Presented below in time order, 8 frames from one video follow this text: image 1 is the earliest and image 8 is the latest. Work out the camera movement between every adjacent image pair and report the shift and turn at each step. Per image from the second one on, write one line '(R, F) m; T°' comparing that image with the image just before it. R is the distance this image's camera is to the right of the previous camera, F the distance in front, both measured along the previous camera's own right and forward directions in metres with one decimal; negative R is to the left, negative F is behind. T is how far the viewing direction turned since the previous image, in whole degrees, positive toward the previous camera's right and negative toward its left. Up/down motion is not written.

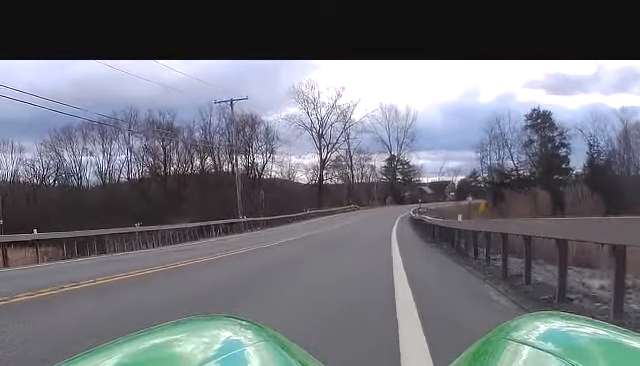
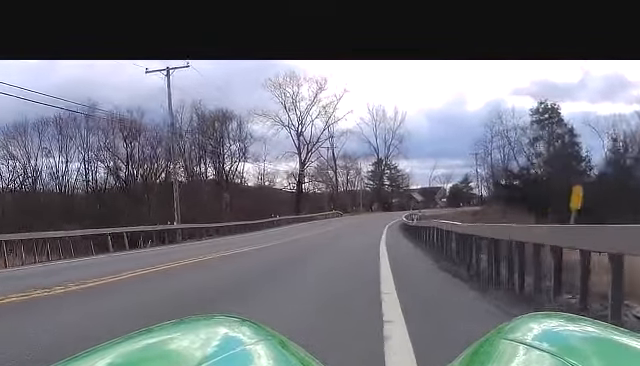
(+0.1, +16.1) m; -3°
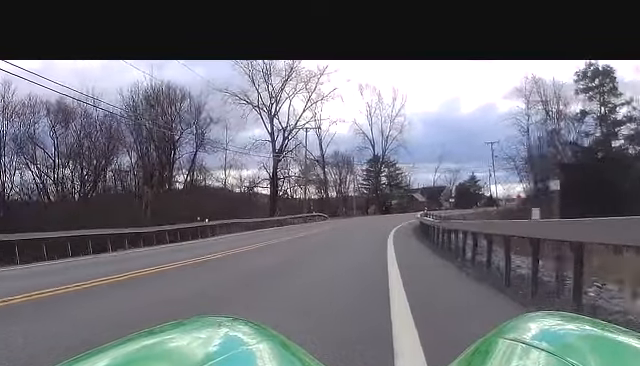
(-0.4, +30.4) m; +2°
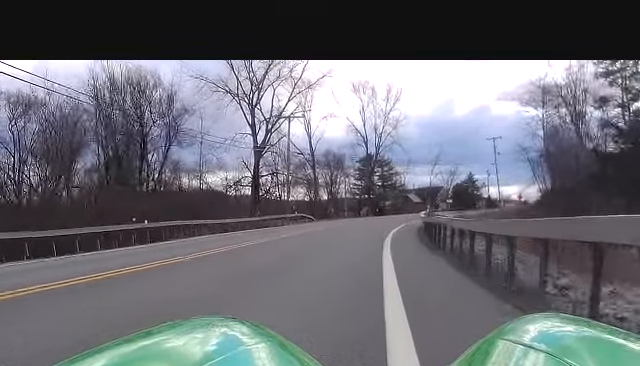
(0.0, +9.9) m; 0°
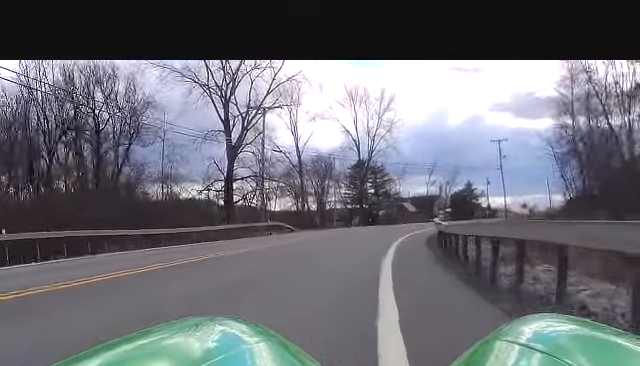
(0.0, +12.1) m; 0°
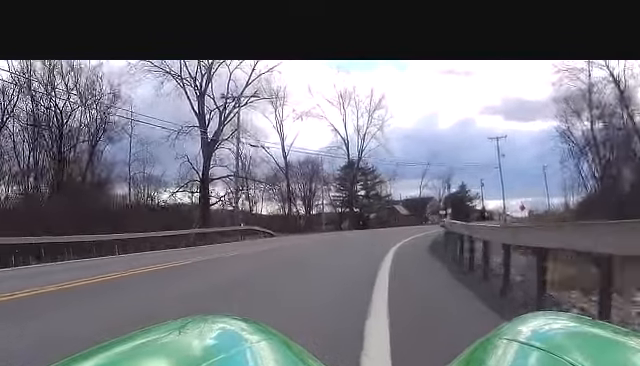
(0.0, +6.9) m; 0°
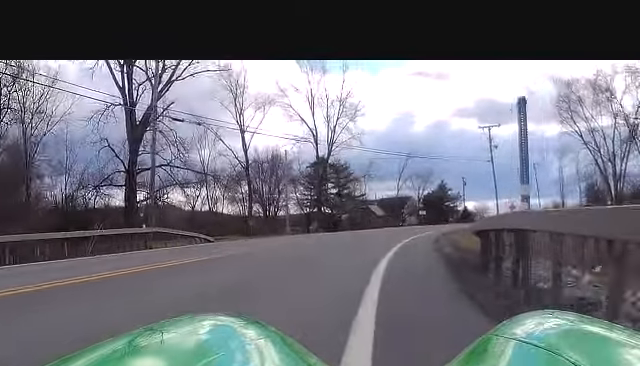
(0.0, +14.7) m; +1°
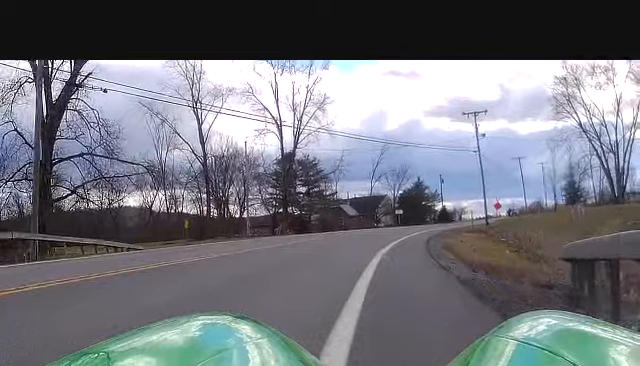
(-0.1, +11.0) m; +3°
